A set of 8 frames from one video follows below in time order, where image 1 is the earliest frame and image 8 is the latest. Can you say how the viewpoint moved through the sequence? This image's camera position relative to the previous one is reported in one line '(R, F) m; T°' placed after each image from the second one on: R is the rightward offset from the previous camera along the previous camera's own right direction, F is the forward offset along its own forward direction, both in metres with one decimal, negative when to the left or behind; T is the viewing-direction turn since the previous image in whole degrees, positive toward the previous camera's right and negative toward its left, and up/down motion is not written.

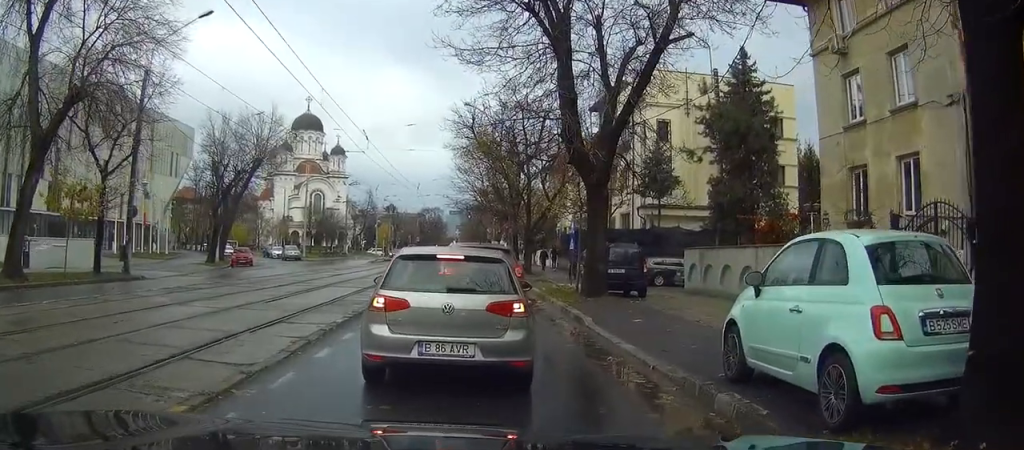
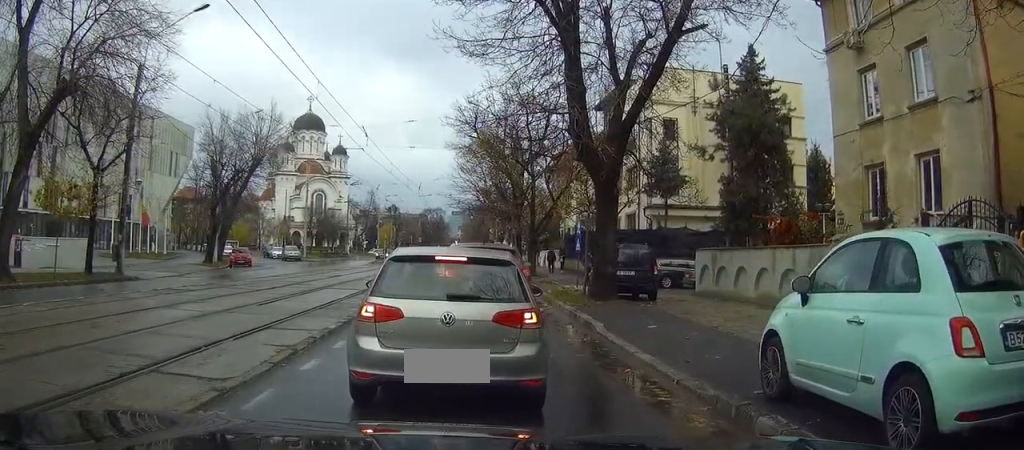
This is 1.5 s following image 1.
(-0.2, +1.4) m; 0°
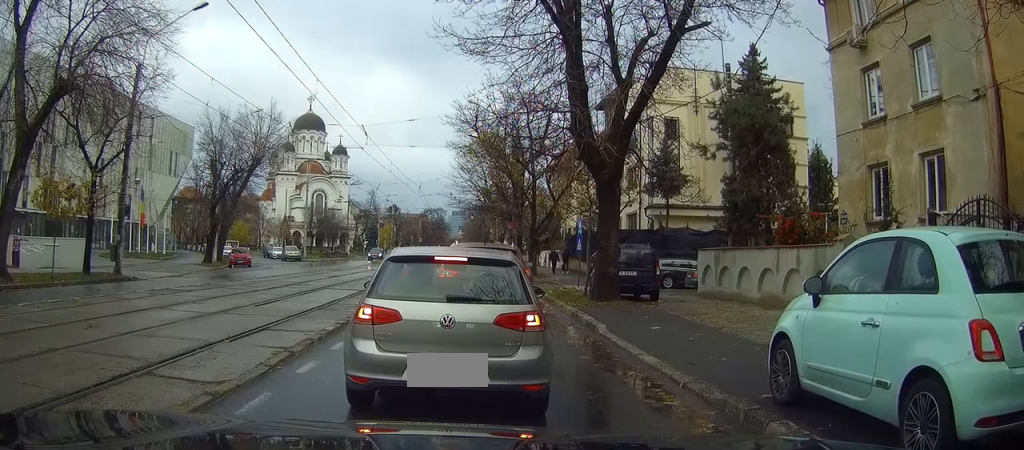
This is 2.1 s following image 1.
(0.0, +0.5) m; 0°
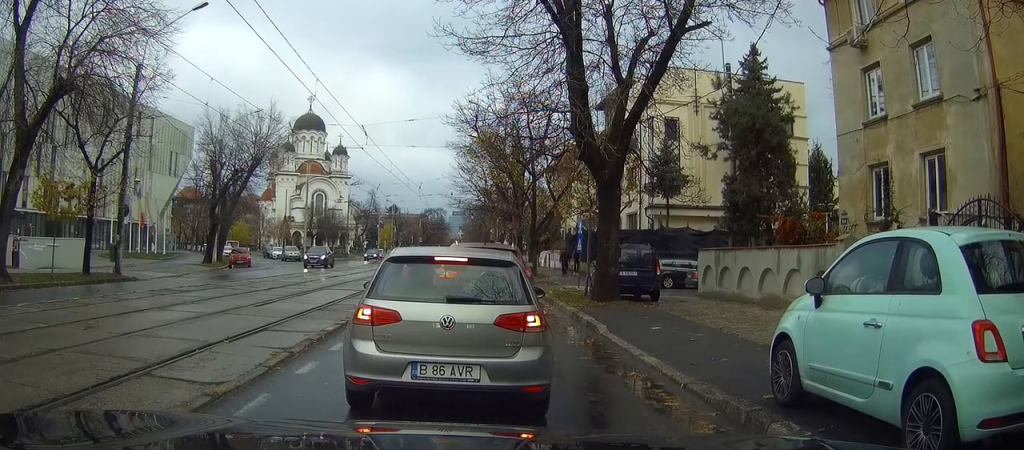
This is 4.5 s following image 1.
(+0.1, +0.9) m; 0°
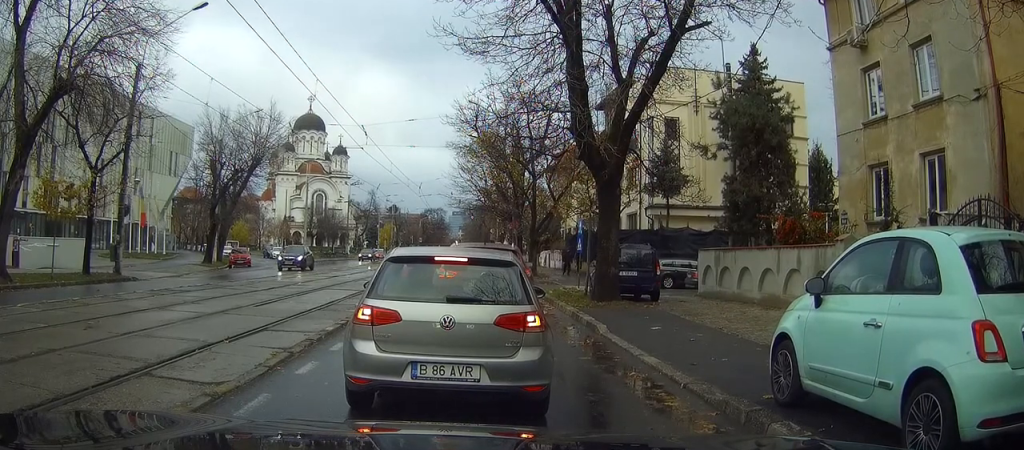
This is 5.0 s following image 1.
(0.0, 0.0) m; 0°
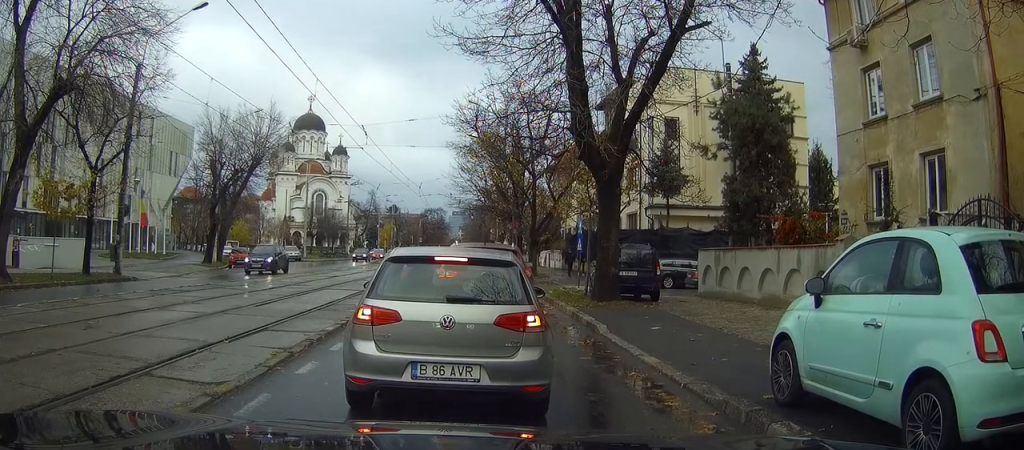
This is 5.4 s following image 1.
(0.0, 0.0) m; 0°
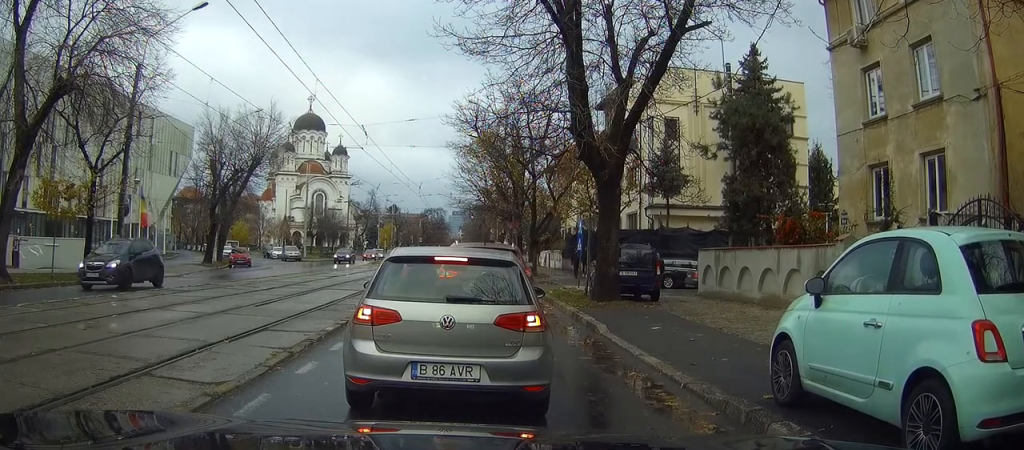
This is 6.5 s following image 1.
(0.0, 0.0) m; 0°
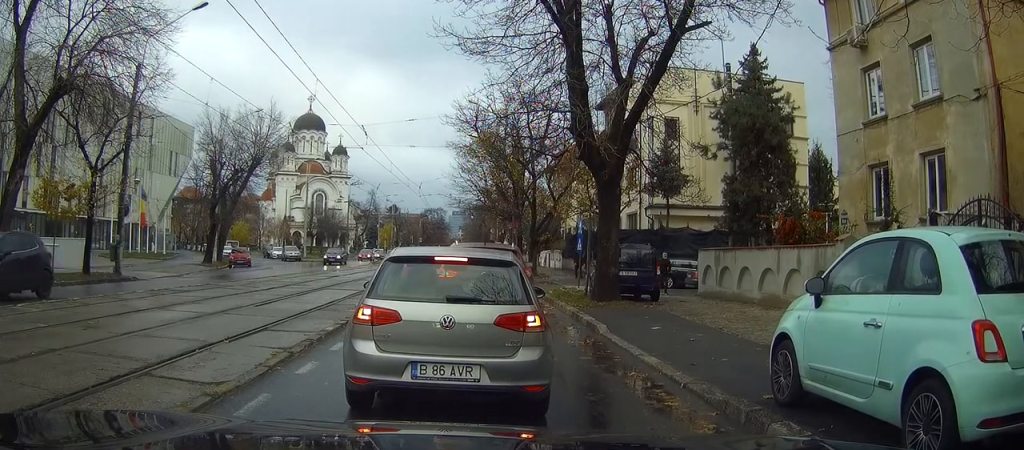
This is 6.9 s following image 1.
(0.0, 0.0) m; 0°
